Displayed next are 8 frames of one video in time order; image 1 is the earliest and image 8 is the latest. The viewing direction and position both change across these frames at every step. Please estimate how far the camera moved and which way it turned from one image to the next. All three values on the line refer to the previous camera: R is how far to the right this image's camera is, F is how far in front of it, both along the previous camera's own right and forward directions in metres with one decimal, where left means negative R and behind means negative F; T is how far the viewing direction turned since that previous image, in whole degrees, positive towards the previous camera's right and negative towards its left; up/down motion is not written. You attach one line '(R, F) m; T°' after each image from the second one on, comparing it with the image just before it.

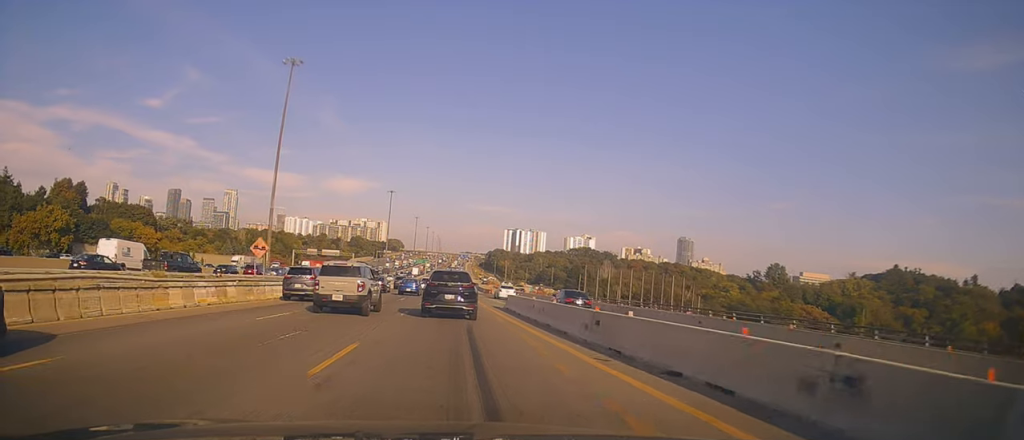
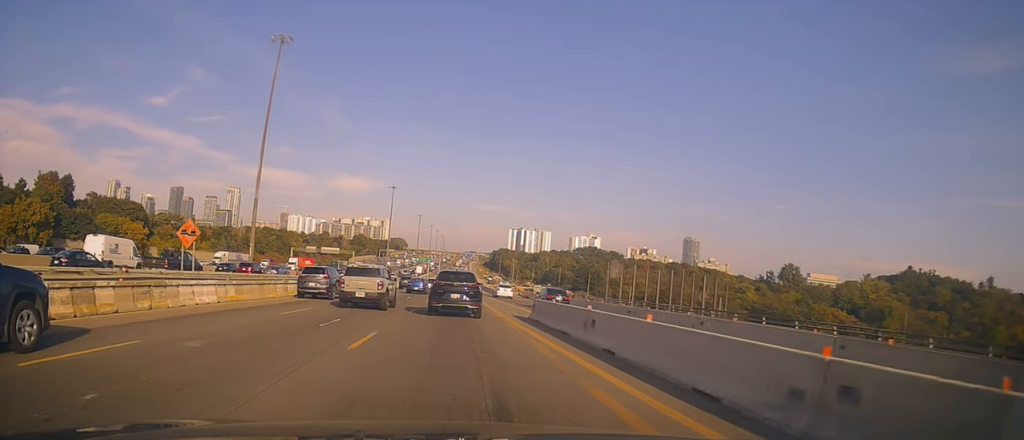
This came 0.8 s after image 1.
(-0.4, +9.3) m; -2°
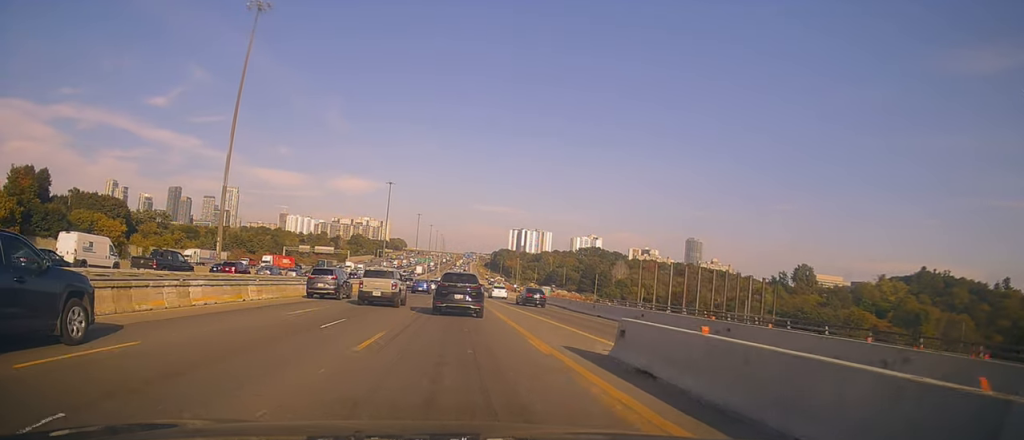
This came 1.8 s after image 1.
(0.0, +11.4) m; +2°
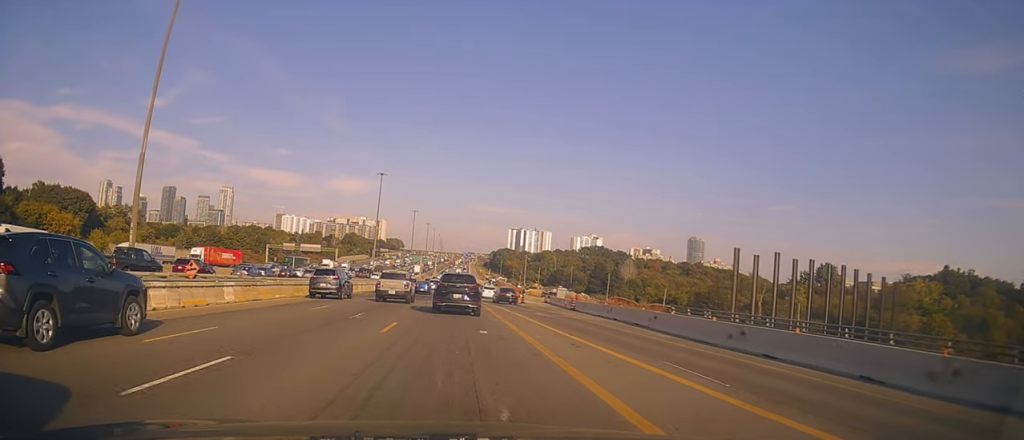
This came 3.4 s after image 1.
(+0.2, +19.3) m; -1°
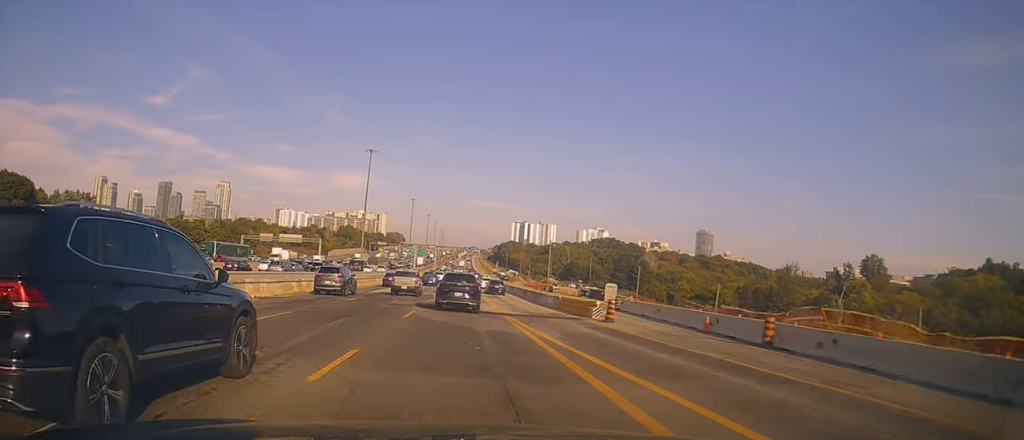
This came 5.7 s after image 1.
(-0.4, +29.6) m; +1°
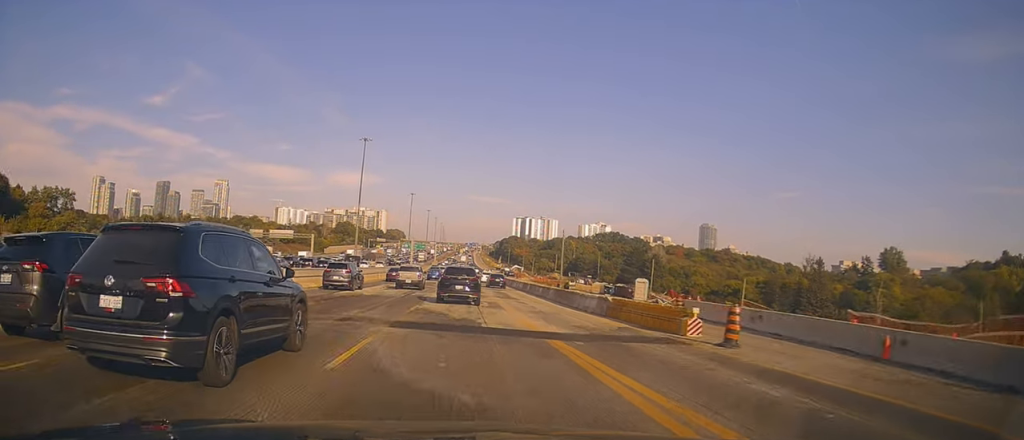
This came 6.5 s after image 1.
(+0.3, +11.2) m; +1°
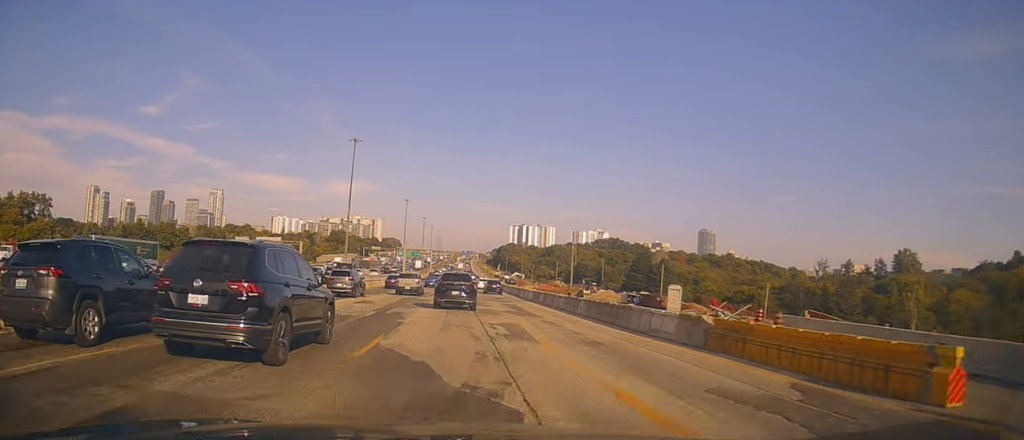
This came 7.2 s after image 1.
(+0.1, +10.0) m; -1°
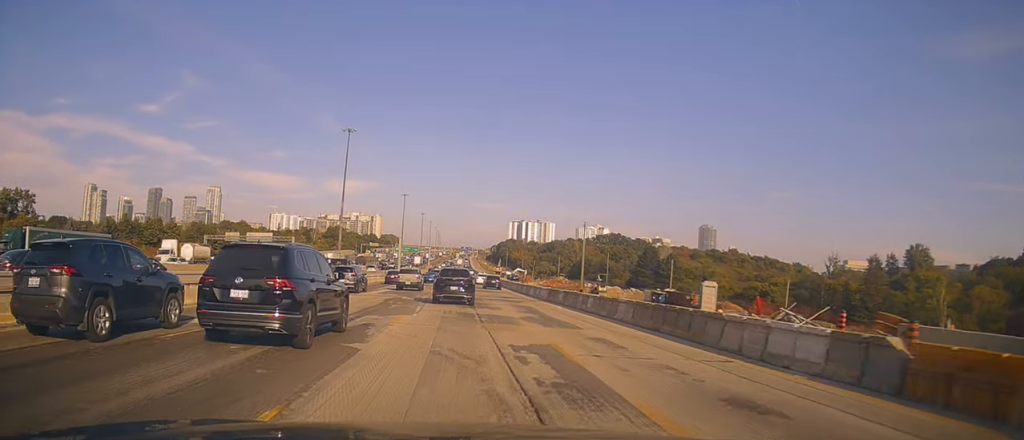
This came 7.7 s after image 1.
(-0.2, +7.2) m; -1°
